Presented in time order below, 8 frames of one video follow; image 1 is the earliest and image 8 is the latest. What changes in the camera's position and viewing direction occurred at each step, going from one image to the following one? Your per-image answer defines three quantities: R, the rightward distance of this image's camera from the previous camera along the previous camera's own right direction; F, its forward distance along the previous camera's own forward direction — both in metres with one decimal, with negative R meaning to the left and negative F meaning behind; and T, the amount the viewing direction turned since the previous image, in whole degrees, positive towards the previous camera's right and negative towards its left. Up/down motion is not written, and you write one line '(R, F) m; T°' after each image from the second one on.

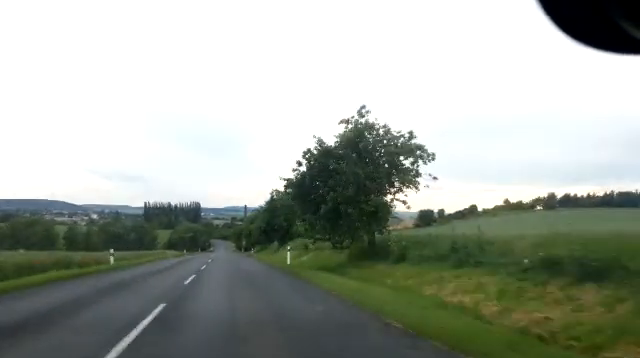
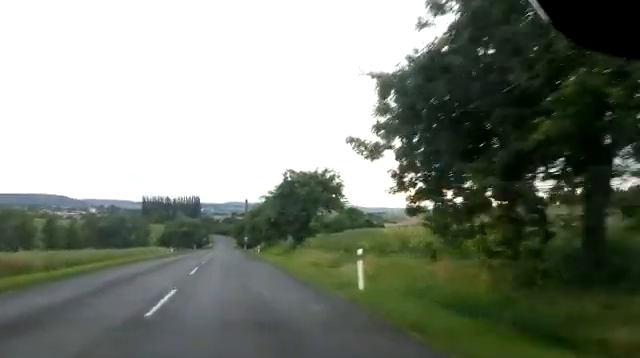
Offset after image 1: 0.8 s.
(0.0, +15.0) m; 0°
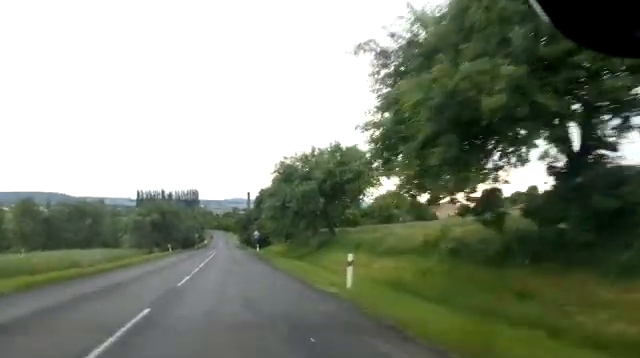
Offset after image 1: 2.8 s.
(-0.9, +39.1) m; -1°
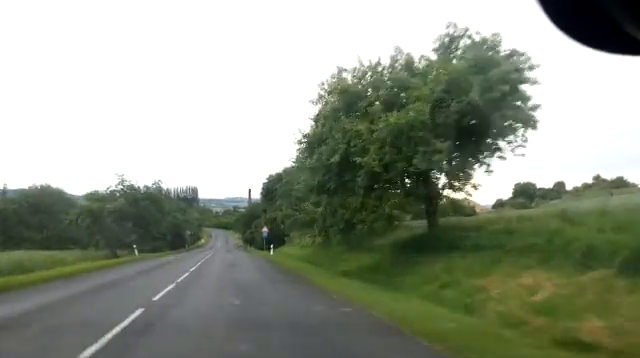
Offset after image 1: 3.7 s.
(+0.3, +18.2) m; +1°
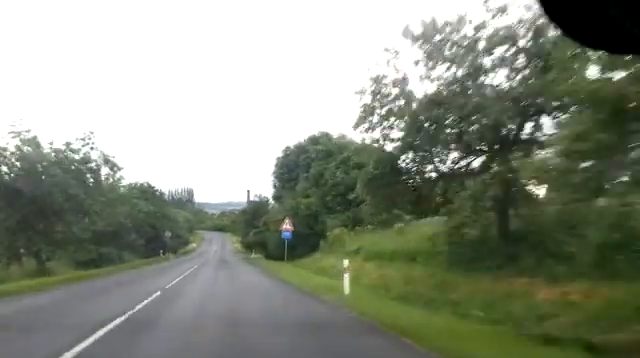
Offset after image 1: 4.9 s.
(0.0, +22.8) m; 0°
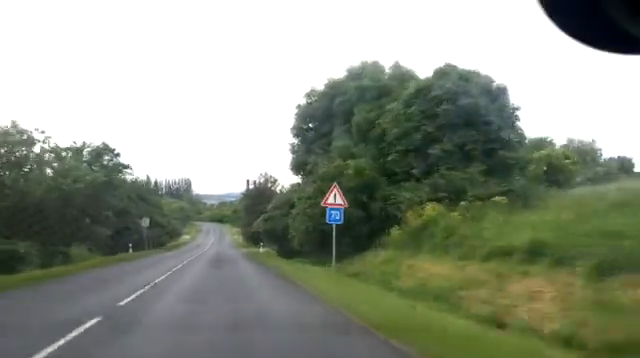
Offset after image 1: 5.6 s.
(0.0, +15.1) m; -1°
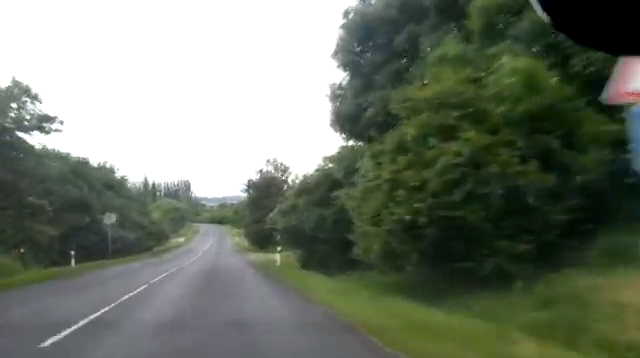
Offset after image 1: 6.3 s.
(-0.1, +12.6) m; 0°
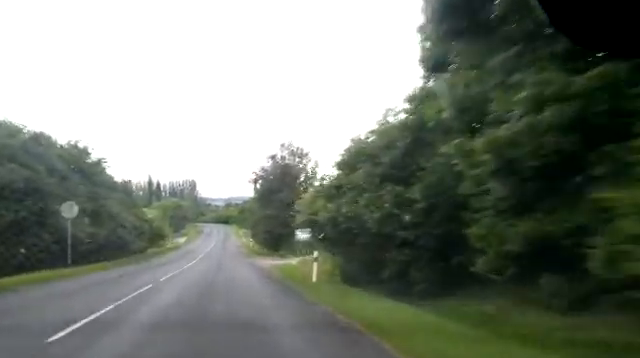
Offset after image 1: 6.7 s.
(-0.1, +8.7) m; 0°
